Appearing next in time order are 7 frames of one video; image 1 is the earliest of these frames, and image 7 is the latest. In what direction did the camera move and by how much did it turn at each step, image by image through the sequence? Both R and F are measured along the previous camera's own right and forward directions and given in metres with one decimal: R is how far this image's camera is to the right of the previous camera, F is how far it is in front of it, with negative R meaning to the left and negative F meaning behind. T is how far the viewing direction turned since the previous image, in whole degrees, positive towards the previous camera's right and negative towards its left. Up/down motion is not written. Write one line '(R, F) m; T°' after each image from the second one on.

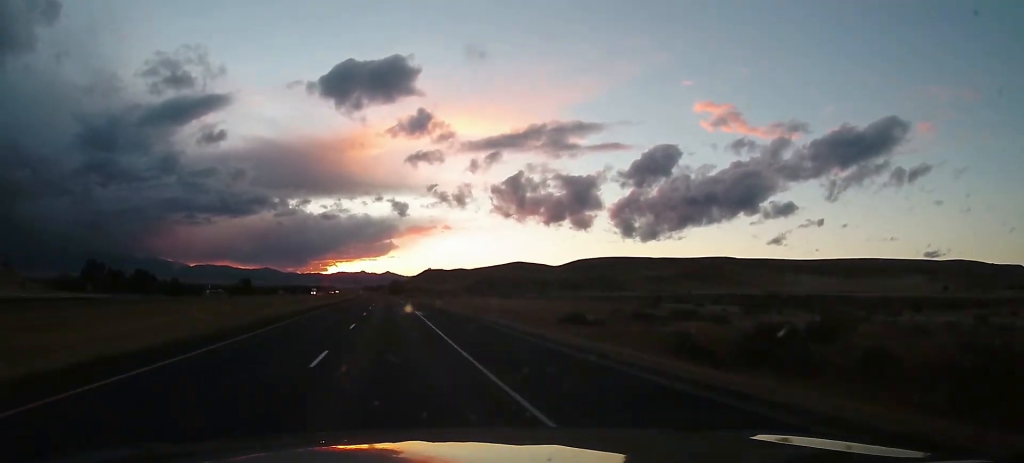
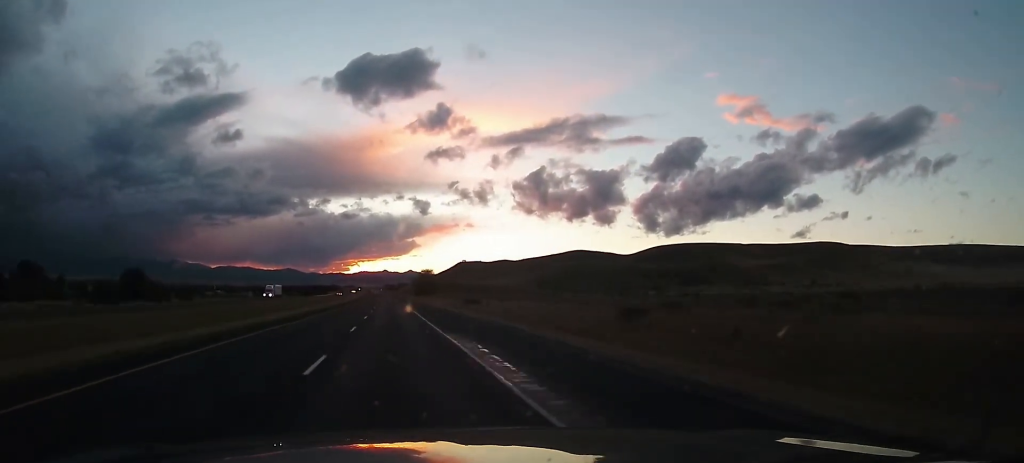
(-1.5, +120.4) m; -1°
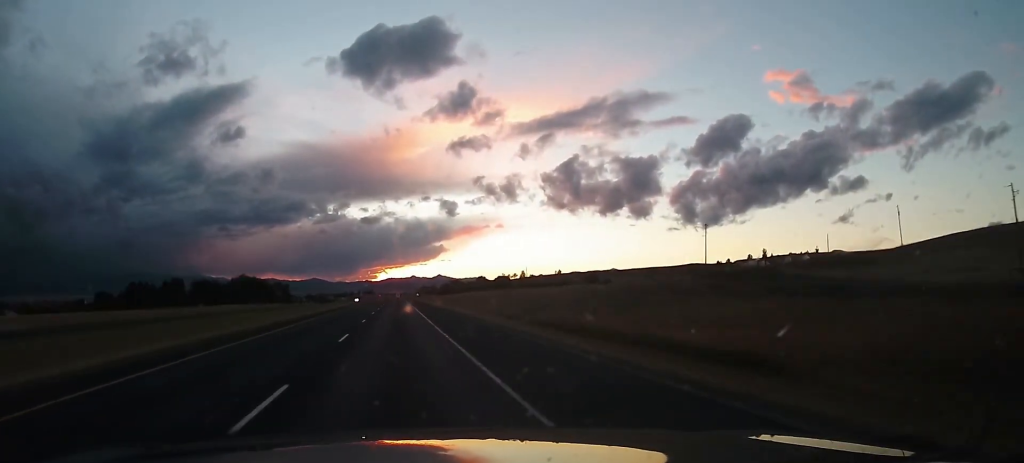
(-15.6, +656.8) m; -1°
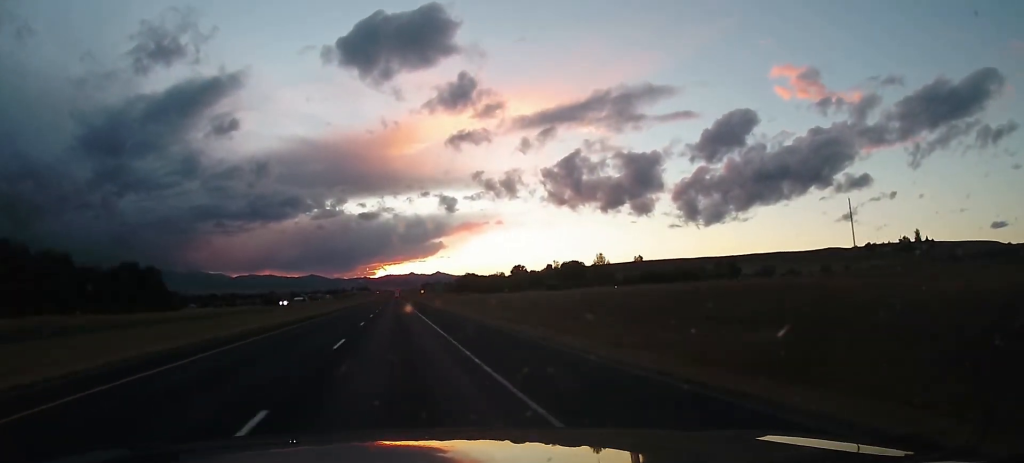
(+0.6, +164.4) m; 0°
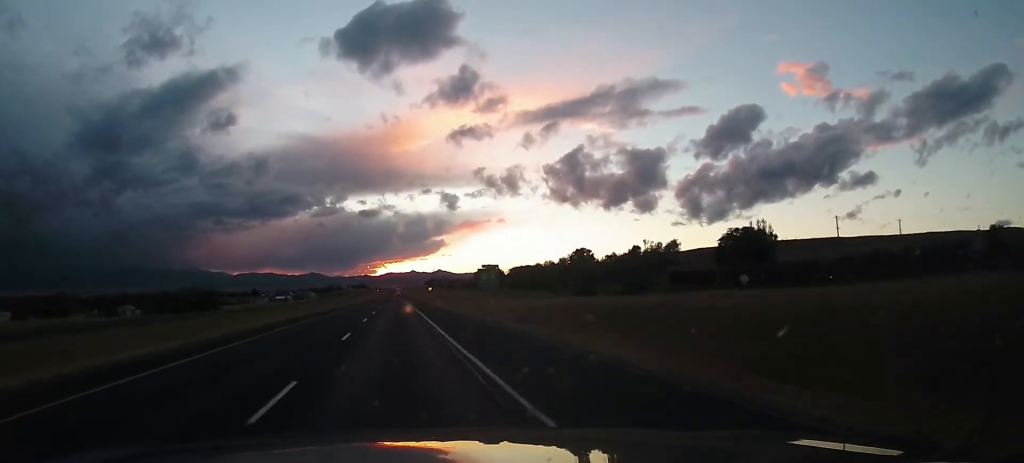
(-0.2, +126.5) m; 0°
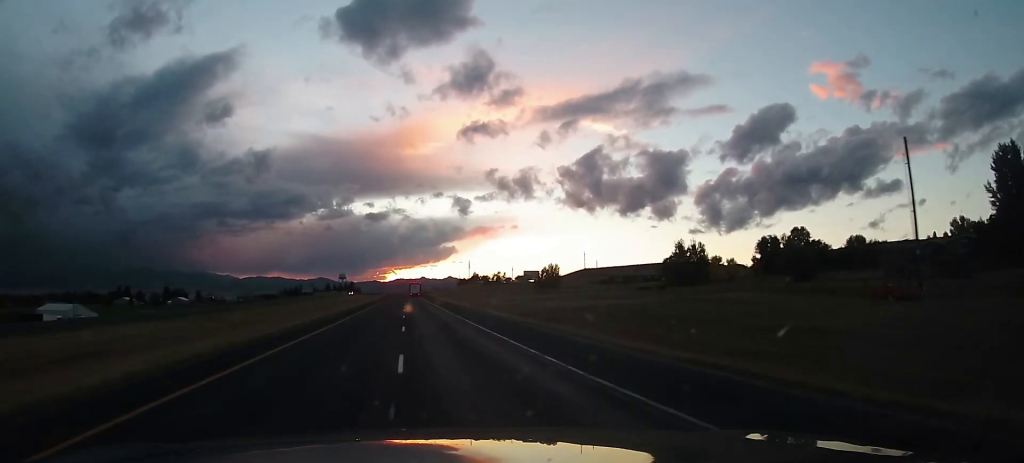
(-4.0, +439.2) m; 0°
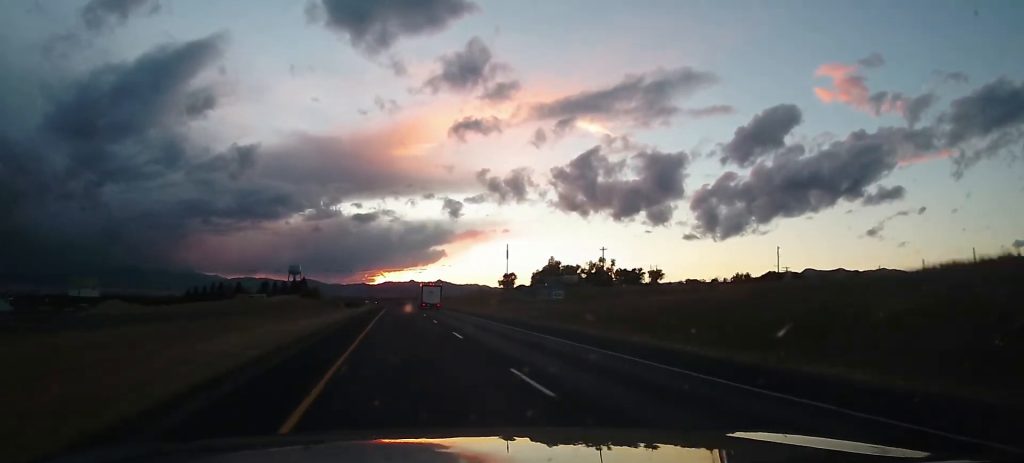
(+2.5, +274.3) m; +1°
